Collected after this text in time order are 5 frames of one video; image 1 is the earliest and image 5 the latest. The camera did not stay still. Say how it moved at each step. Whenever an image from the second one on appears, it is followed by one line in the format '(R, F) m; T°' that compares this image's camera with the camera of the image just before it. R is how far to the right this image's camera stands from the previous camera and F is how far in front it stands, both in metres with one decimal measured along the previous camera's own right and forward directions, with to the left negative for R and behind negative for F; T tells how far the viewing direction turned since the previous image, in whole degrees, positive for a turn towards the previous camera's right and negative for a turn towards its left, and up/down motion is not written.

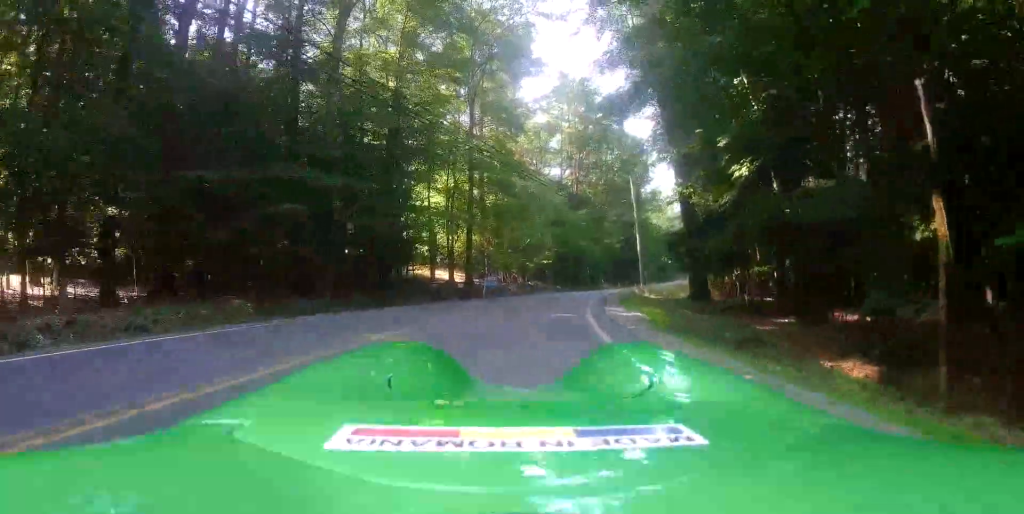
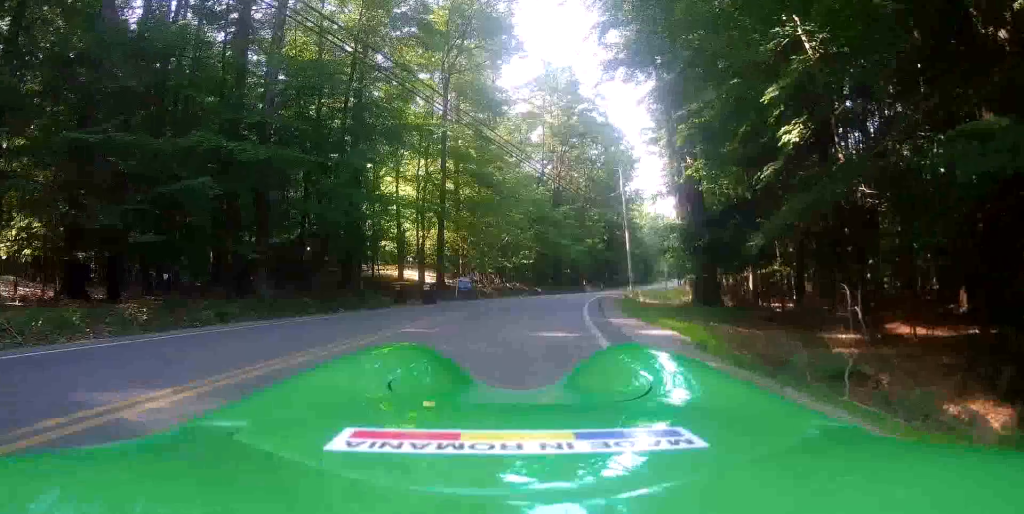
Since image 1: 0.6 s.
(0.0, +5.1) m; 0°
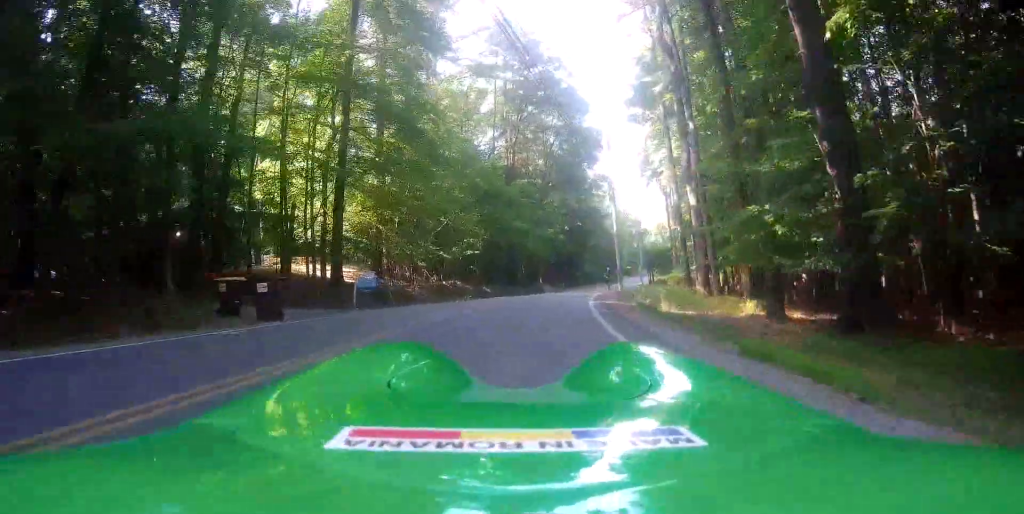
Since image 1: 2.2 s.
(0.0, +14.3) m; 0°
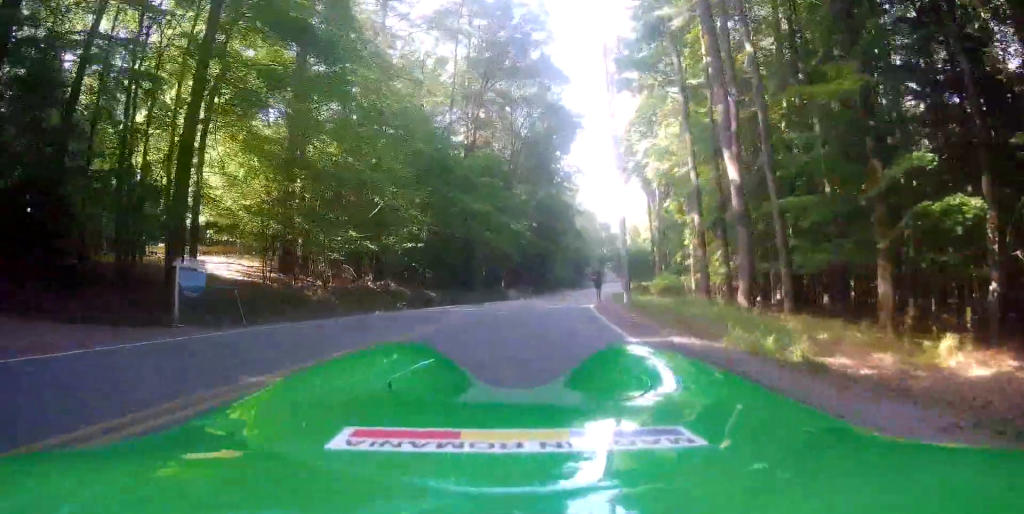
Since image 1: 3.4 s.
(0.0, +10.7) m; +3°
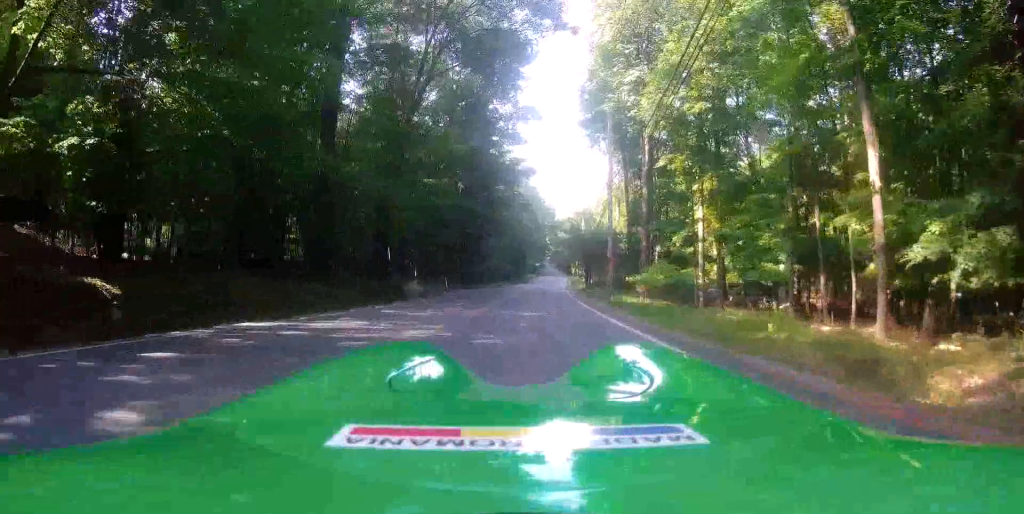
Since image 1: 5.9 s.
(+1.6, +22.1) m; +8°
